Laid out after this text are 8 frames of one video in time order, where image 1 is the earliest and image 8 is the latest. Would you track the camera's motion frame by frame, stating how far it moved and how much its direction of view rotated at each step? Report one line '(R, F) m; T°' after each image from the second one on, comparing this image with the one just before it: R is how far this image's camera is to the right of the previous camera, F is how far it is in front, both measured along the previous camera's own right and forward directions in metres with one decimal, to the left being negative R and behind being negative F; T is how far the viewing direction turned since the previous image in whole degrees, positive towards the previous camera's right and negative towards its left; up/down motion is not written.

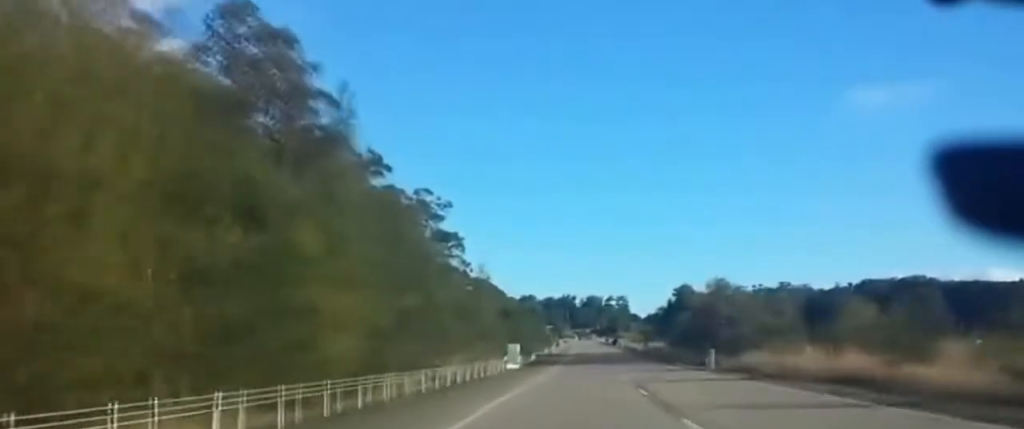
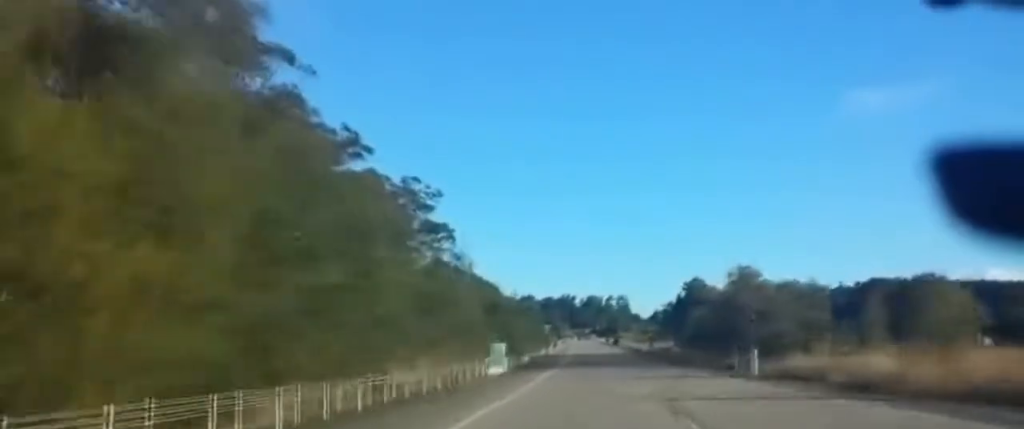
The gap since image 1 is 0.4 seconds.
(-0.1, +12.1) m; 0°
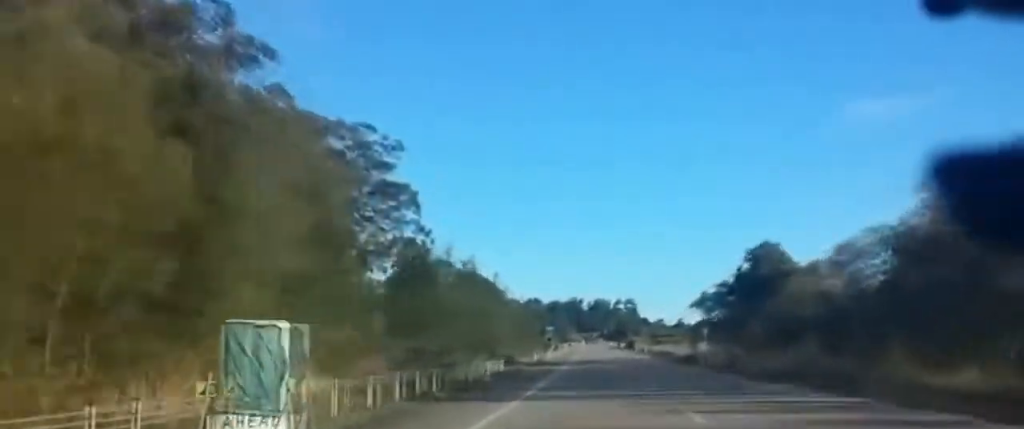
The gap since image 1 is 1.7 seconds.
(-0.1, +40.3) m; 0°
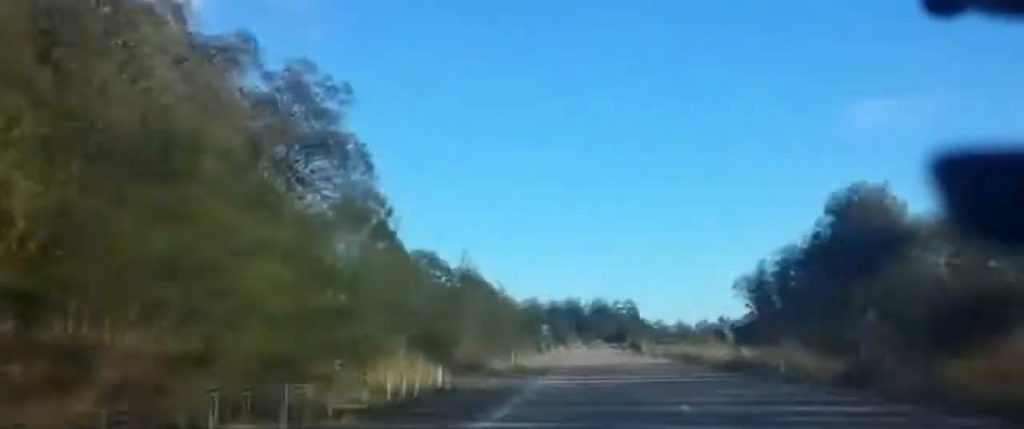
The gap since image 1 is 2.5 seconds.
(-0.2, +24.1) m; 0°
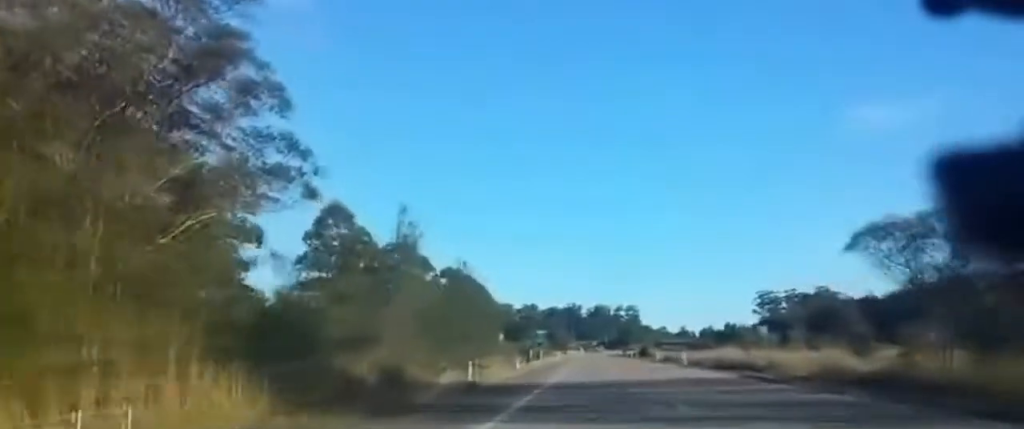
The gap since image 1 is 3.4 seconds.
(0.0, +25.0) m; 0°
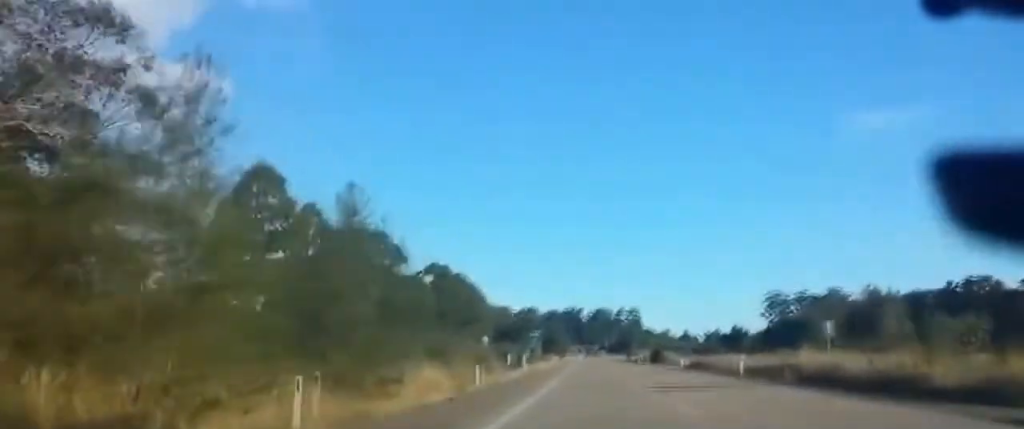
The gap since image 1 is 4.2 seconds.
(+0.1, +26.0) m; 0°
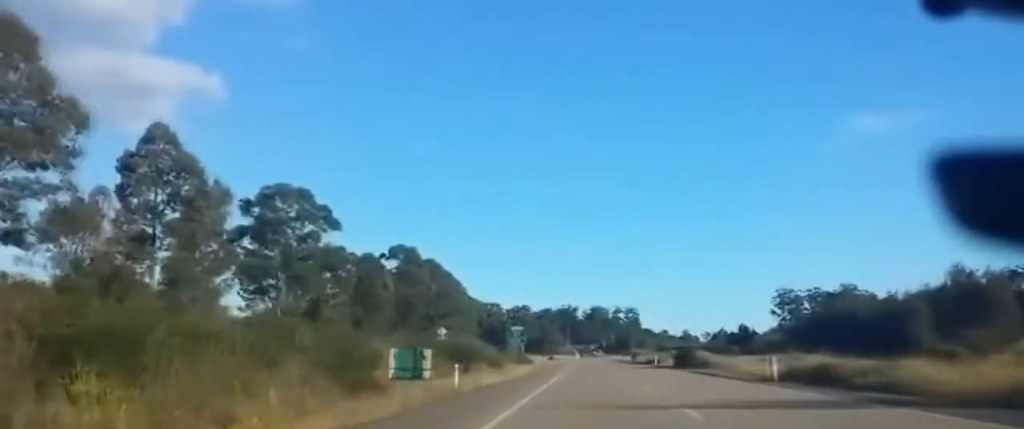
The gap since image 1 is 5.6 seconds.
(-0.9, +39.9) m; 0°
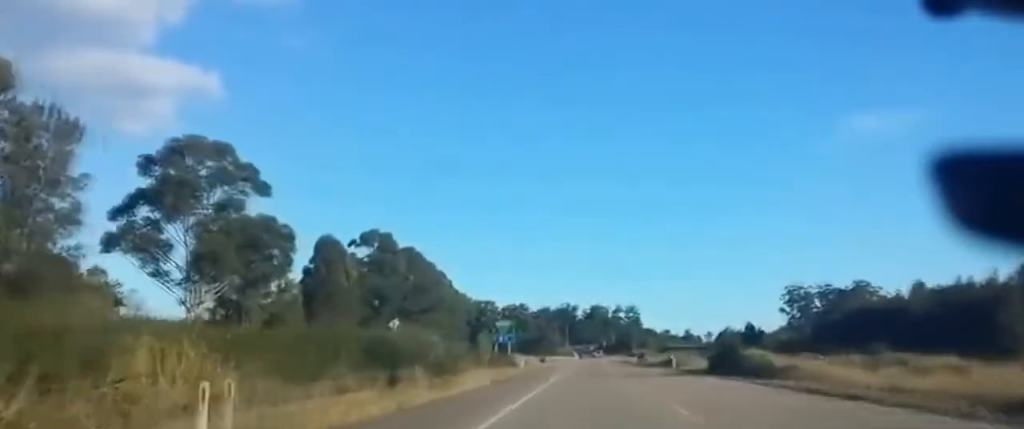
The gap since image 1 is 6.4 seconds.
(+0.8, +24.8) m; +2°
